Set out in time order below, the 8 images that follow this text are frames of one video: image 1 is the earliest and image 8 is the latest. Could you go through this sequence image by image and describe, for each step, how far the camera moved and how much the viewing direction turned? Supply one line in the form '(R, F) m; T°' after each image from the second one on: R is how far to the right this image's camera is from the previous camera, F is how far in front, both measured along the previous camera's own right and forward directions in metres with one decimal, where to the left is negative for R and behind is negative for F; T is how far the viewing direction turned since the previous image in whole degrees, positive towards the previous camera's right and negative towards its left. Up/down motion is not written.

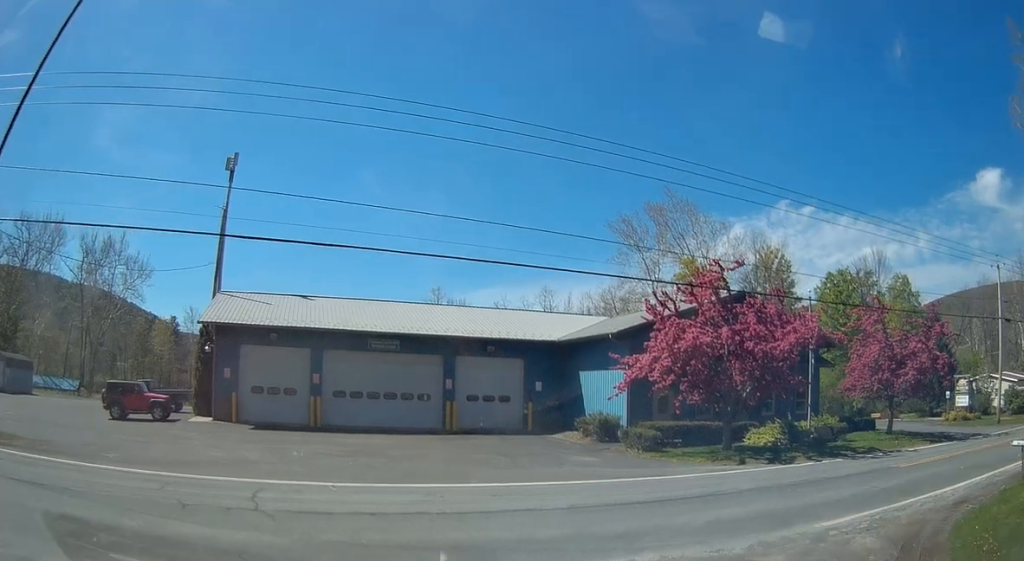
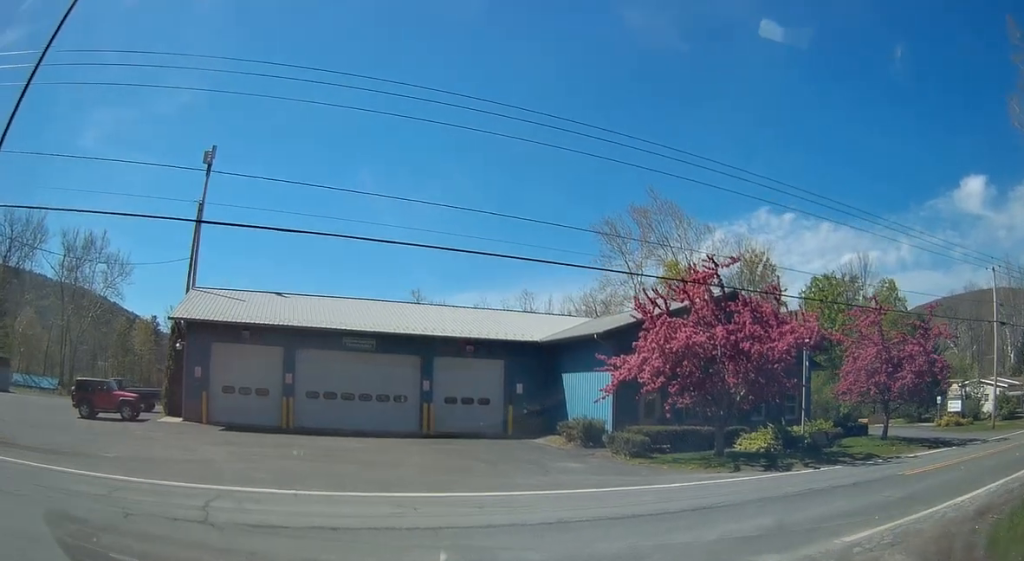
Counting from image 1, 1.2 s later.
(+0.2, +1.1) m; +8°
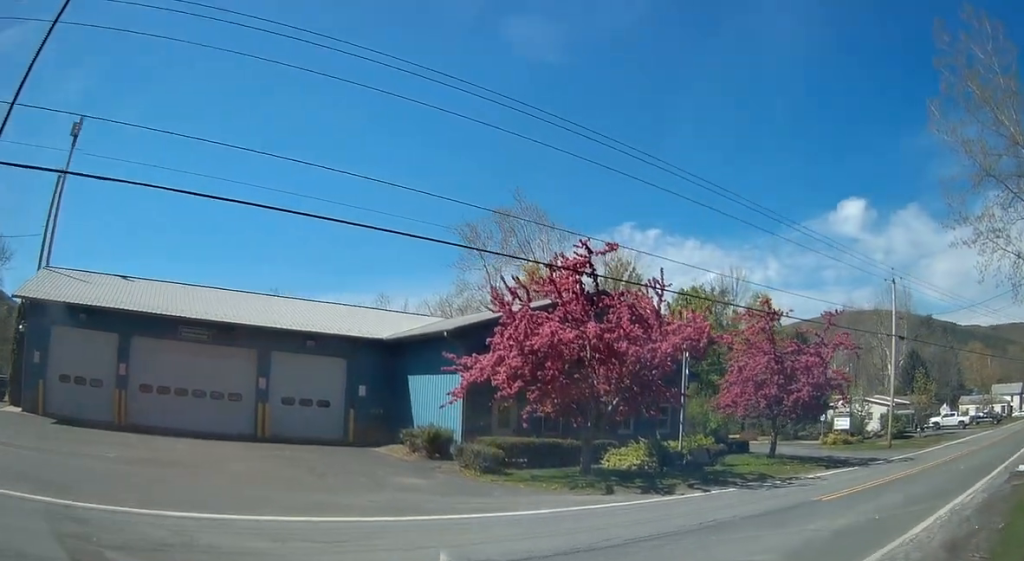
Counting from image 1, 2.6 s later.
(+0.3, +3.5) m; +18°
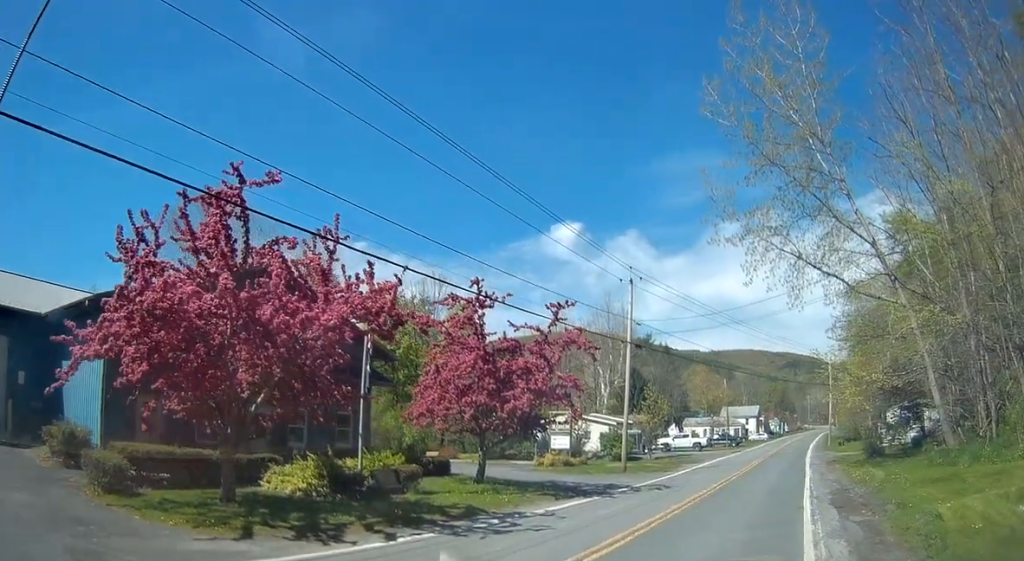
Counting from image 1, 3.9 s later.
(+1.6, +6.4) m; +23°
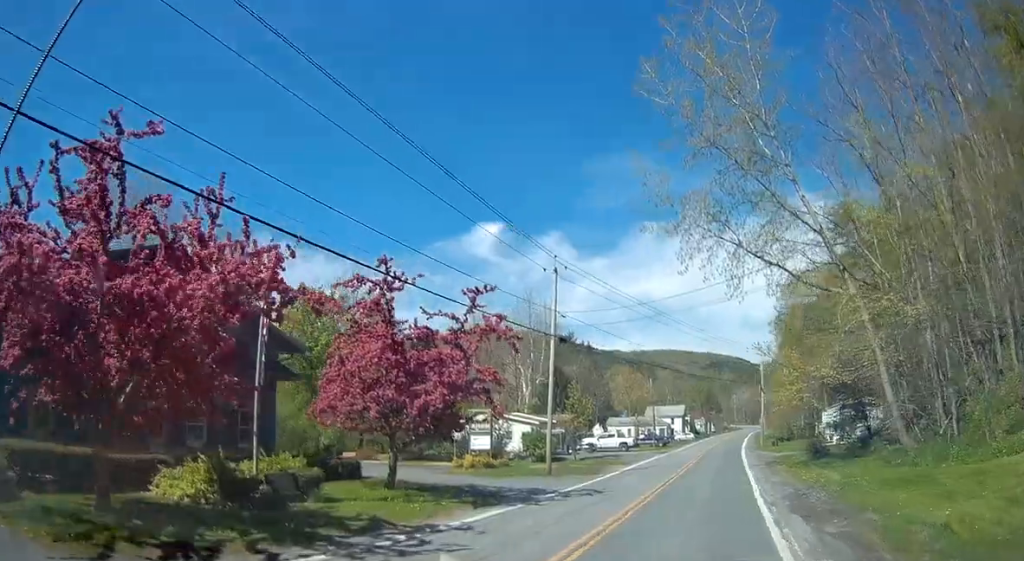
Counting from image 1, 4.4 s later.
(+0.1, +2.6) m; +4°
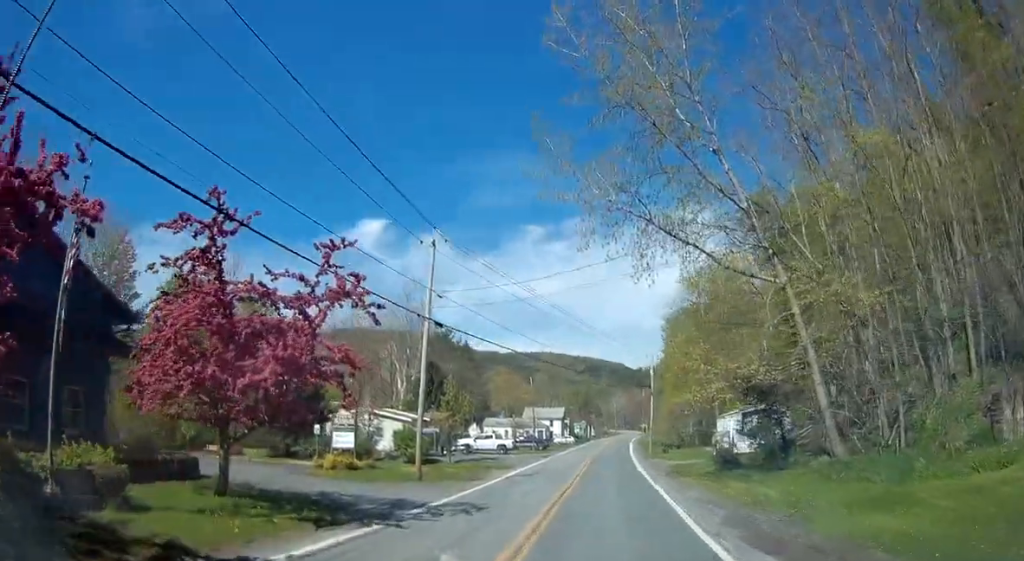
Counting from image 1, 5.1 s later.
(0.0, +4.9) m; +5°
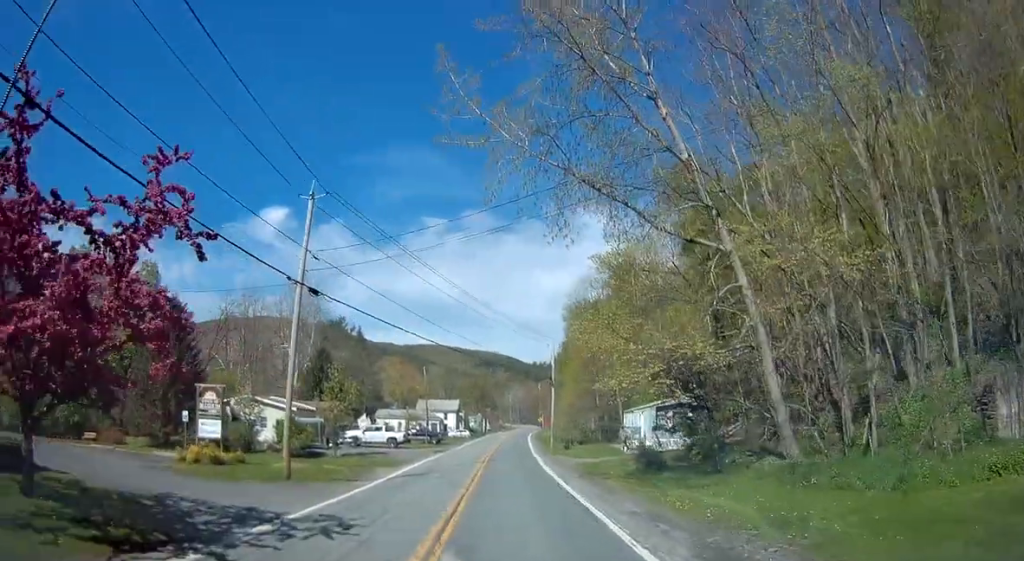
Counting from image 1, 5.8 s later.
(+0.4, +5.2) m; +6°
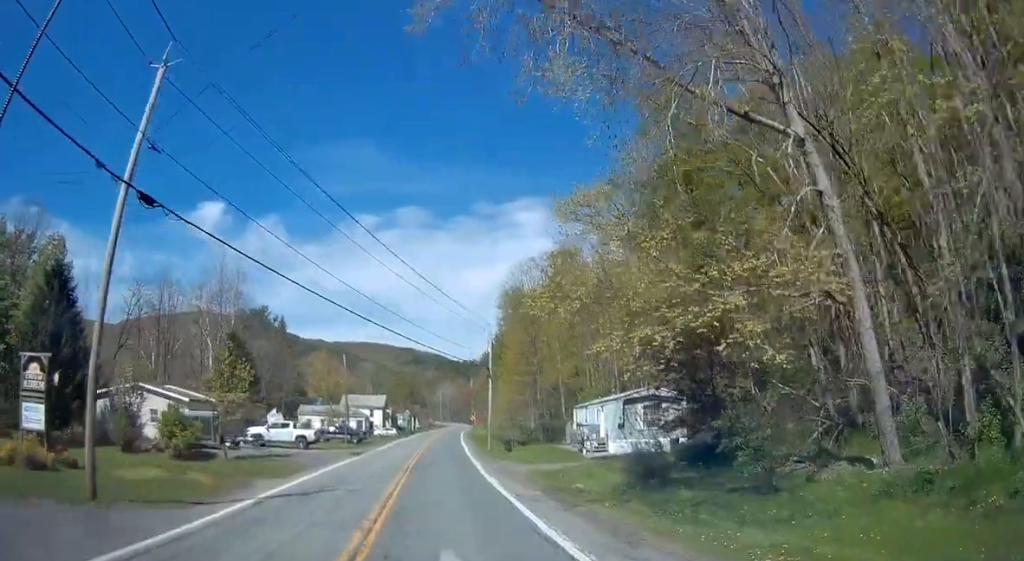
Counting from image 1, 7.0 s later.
(+0.7, +9.6) m; +5°
